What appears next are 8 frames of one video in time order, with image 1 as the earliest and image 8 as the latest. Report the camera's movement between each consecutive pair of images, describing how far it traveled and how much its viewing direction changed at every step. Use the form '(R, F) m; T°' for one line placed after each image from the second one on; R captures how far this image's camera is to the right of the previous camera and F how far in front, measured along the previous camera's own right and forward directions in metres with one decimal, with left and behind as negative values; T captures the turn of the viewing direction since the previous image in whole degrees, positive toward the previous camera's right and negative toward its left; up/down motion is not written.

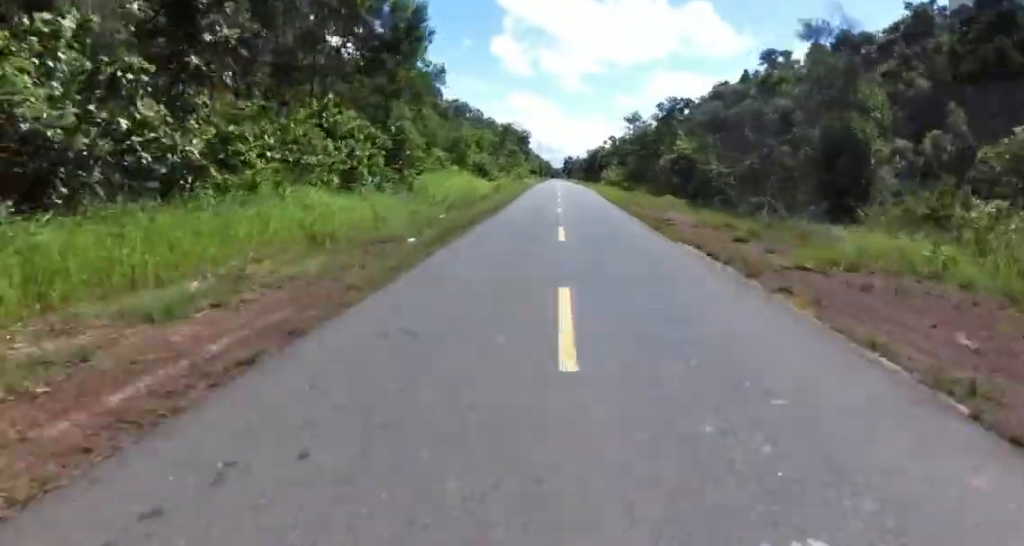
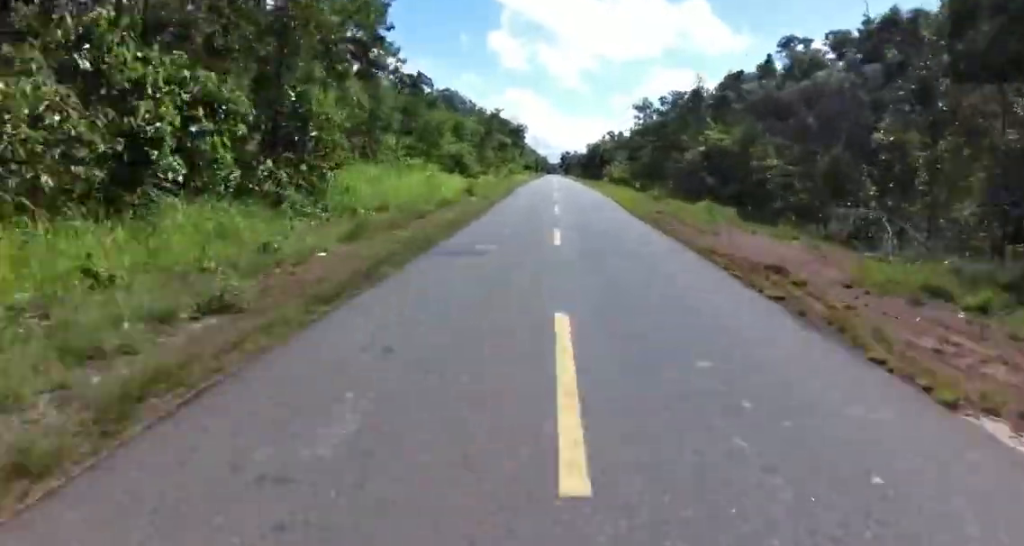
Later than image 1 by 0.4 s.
(0.0, +10.2) m; 0°
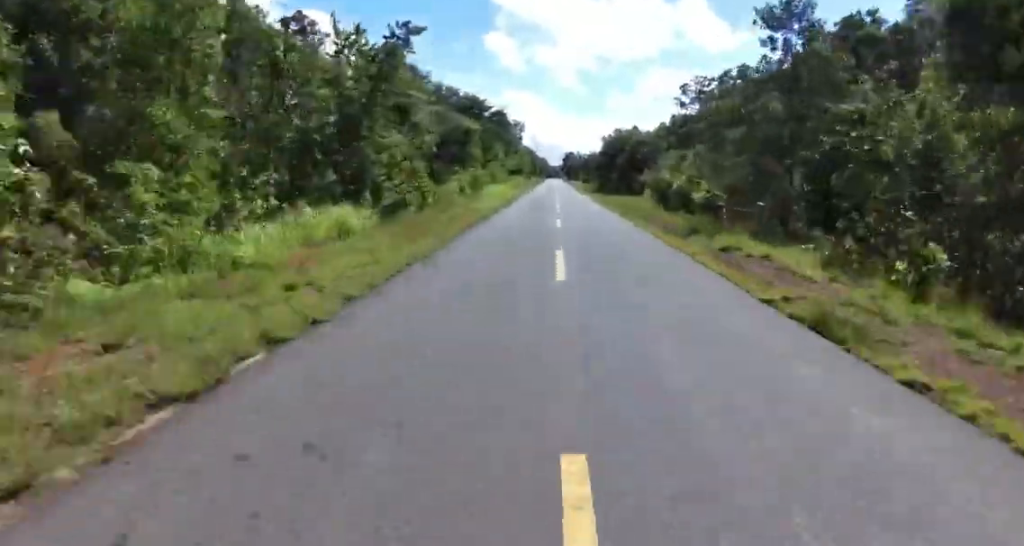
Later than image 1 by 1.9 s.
(0.0, +36.5) m; 0°
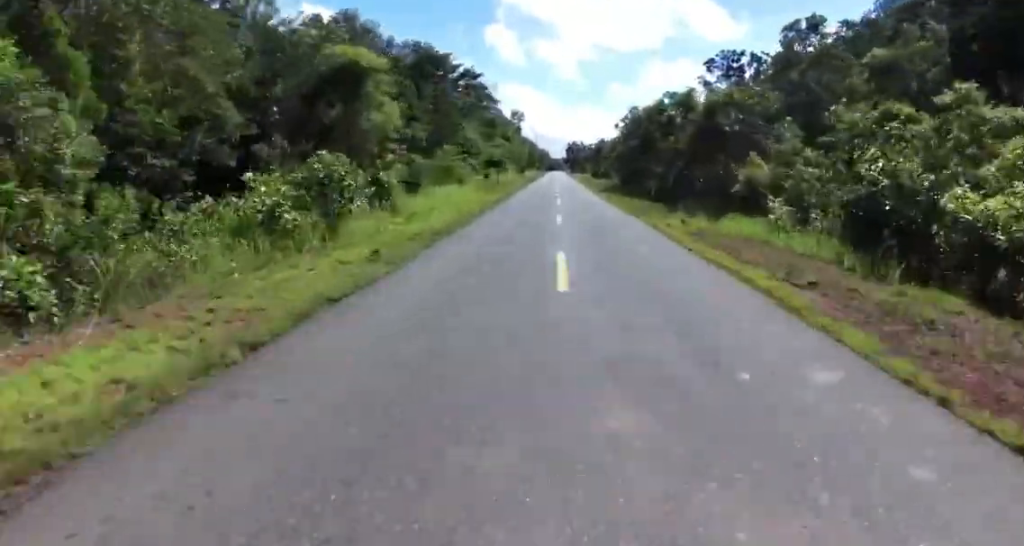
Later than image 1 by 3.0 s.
(0.0, +26.6) m; -1°
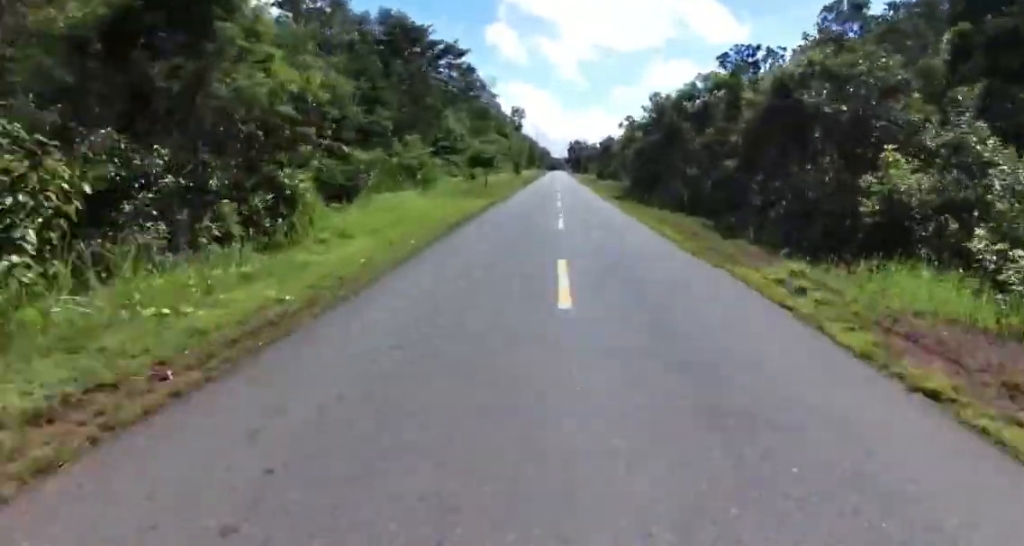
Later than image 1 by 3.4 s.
(+0.1, +9.5) m; 0°
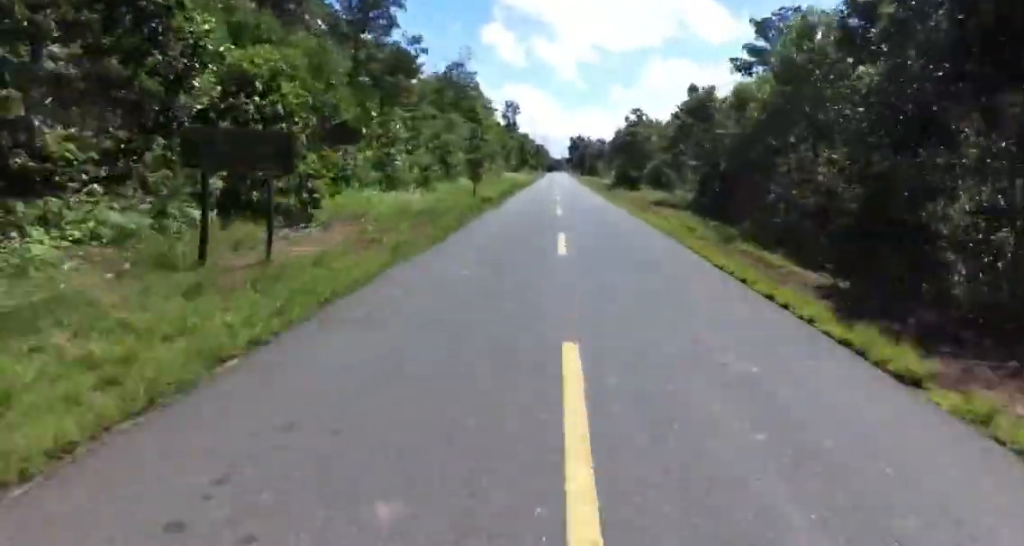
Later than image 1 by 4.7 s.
(+0.1, +28.9) m; +3°
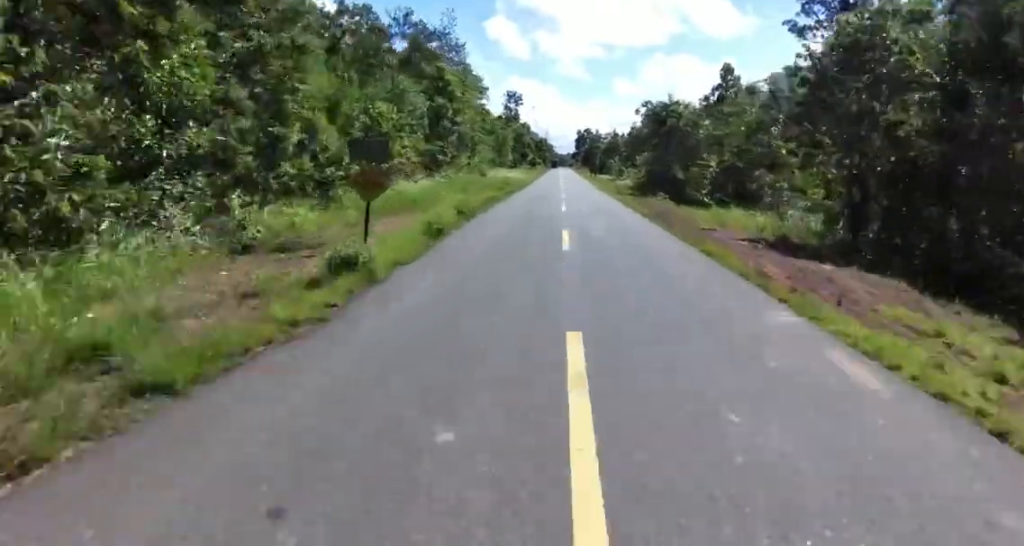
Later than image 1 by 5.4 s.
(+0.9, +17.0) m; +1°
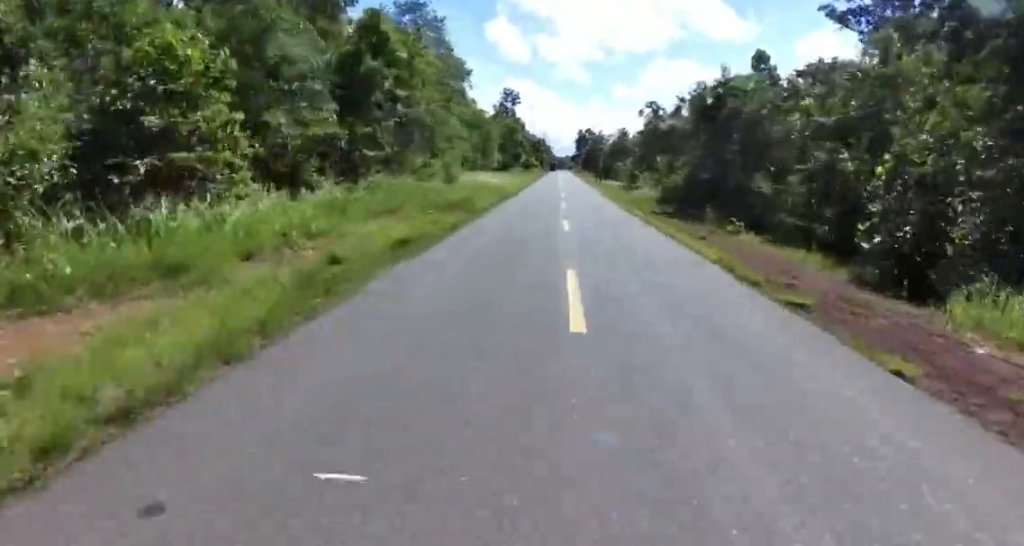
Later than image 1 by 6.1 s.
(-0.5, +13.8) m; -2°
